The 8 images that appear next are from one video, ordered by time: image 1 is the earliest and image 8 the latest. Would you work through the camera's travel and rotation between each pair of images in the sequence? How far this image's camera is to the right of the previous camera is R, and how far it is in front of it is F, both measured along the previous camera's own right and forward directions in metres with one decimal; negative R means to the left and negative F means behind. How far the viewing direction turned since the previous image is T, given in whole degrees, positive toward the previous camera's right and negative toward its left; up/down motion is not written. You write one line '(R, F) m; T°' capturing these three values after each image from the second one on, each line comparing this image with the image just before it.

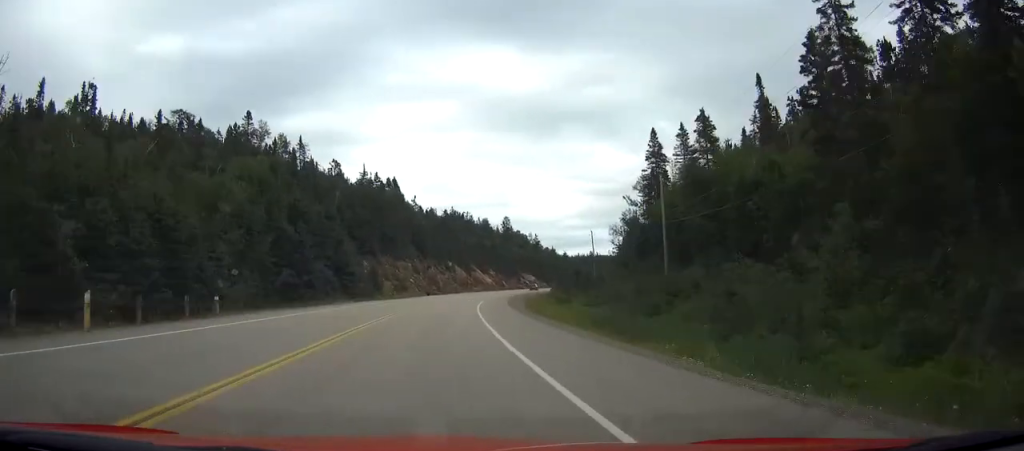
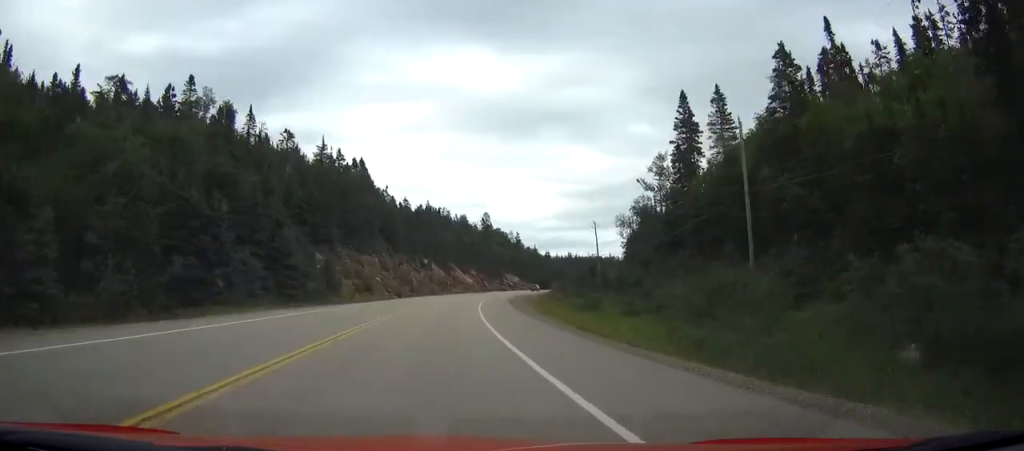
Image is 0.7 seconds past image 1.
(+0.3, +22.8) m; +2°
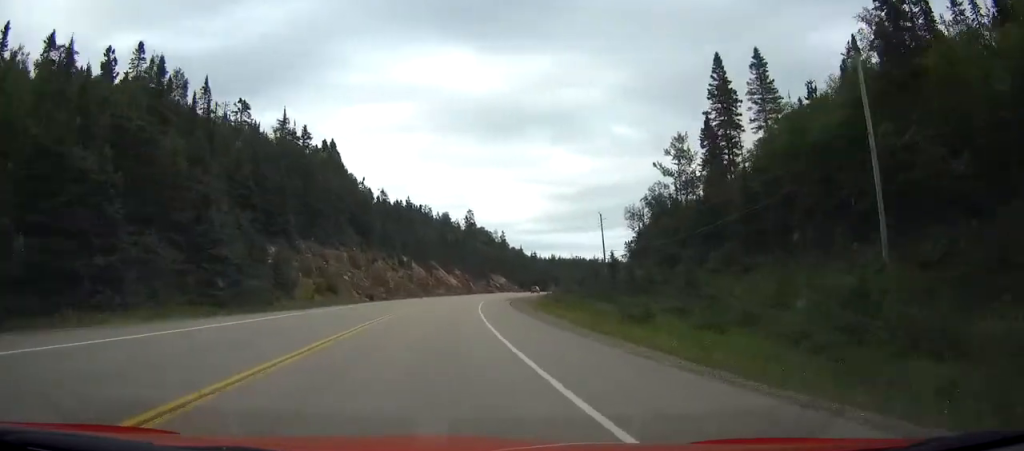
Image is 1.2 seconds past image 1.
(+0.4, +16.3) m; +2°
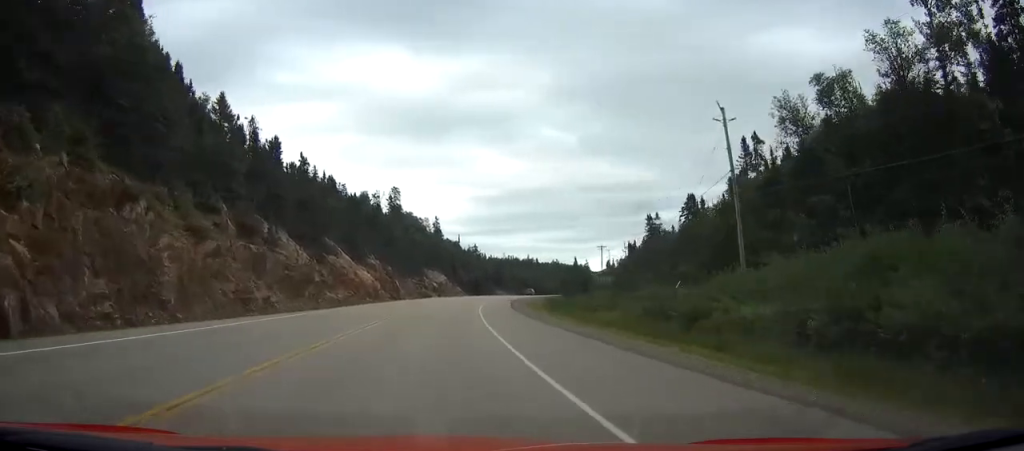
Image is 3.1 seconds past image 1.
(+3.5, +63.2) m; +6°
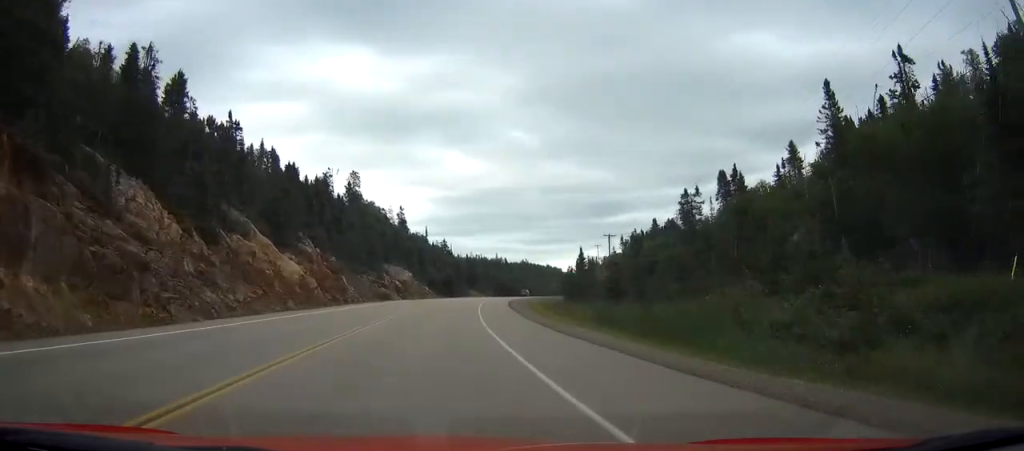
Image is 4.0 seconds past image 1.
(+0.5, +27.3) m; +2°
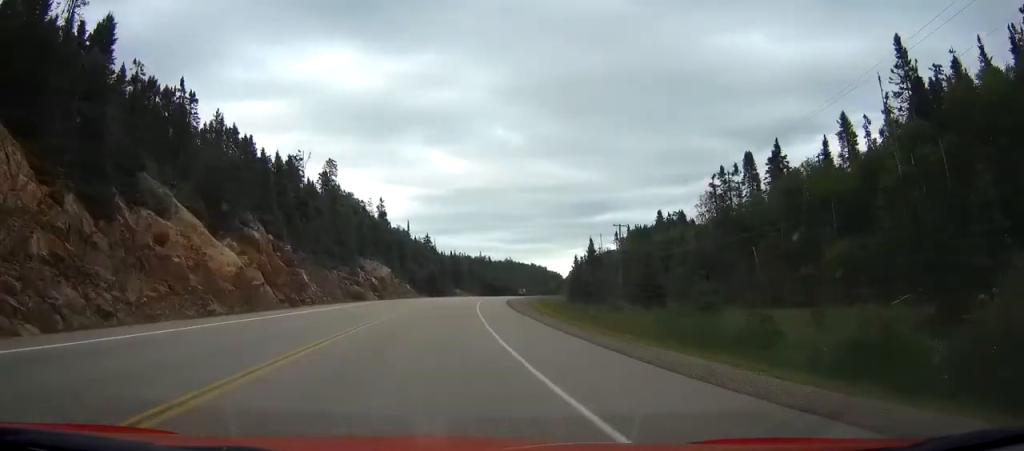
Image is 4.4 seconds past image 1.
(0.0, +14.3) m; +1°
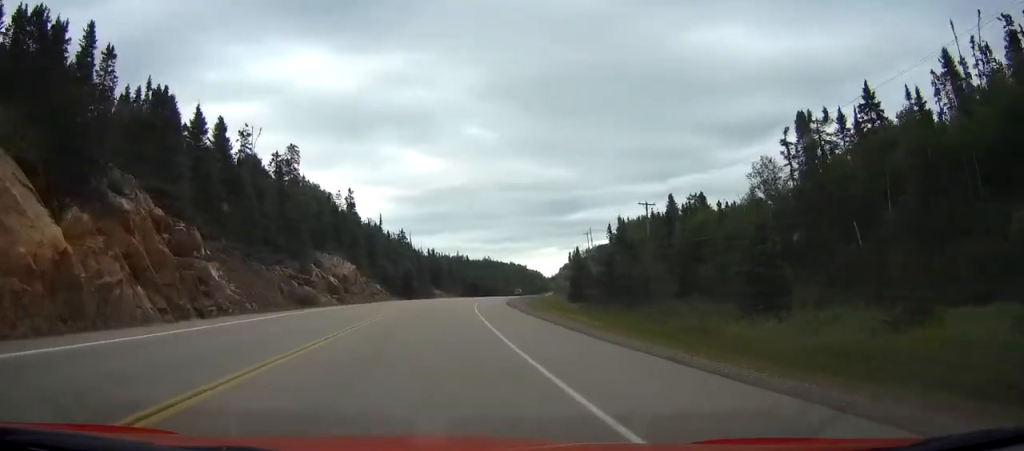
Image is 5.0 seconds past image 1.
(+0.3, +19.7) m; +2°
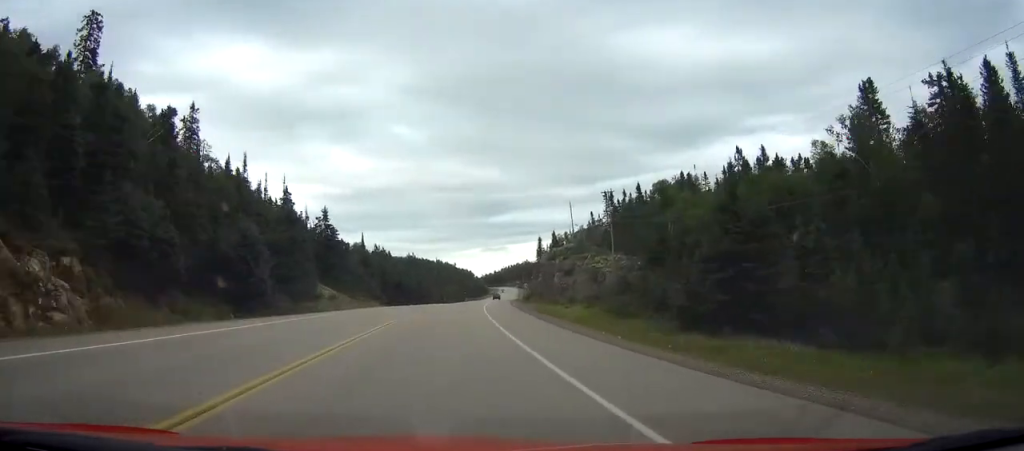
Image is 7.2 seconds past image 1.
(+4.9, +73.5) m; +7°
